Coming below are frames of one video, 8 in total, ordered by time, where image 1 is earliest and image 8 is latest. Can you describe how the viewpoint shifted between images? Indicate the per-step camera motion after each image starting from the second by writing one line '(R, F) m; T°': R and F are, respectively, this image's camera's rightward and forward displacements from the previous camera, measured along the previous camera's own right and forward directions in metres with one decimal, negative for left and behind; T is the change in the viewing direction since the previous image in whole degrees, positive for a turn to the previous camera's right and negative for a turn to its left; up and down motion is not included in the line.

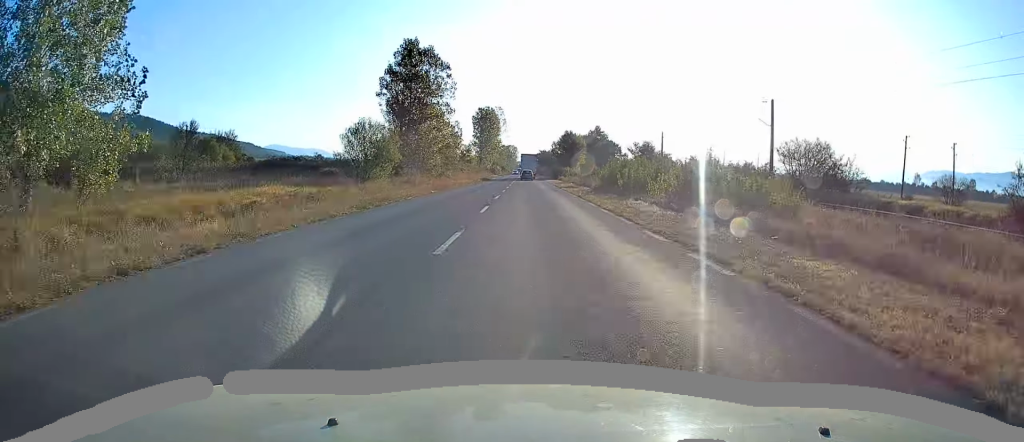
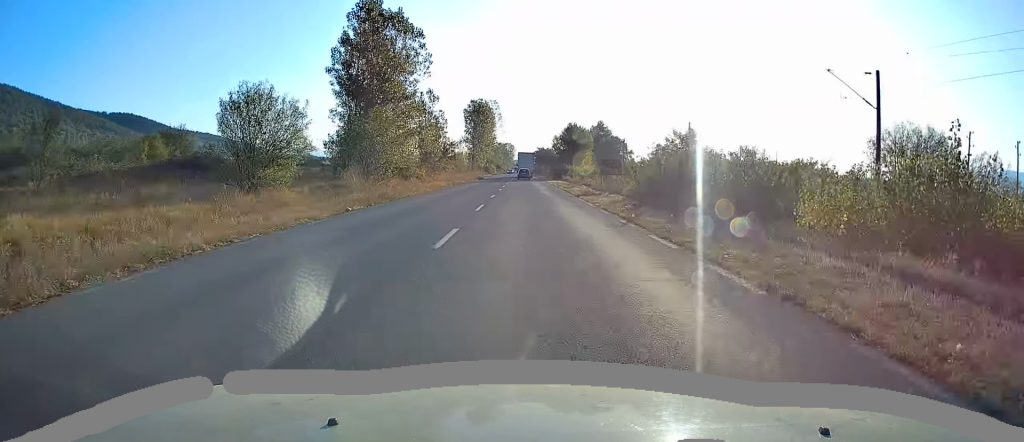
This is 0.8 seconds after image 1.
(0.0, +17.7) m; 0°
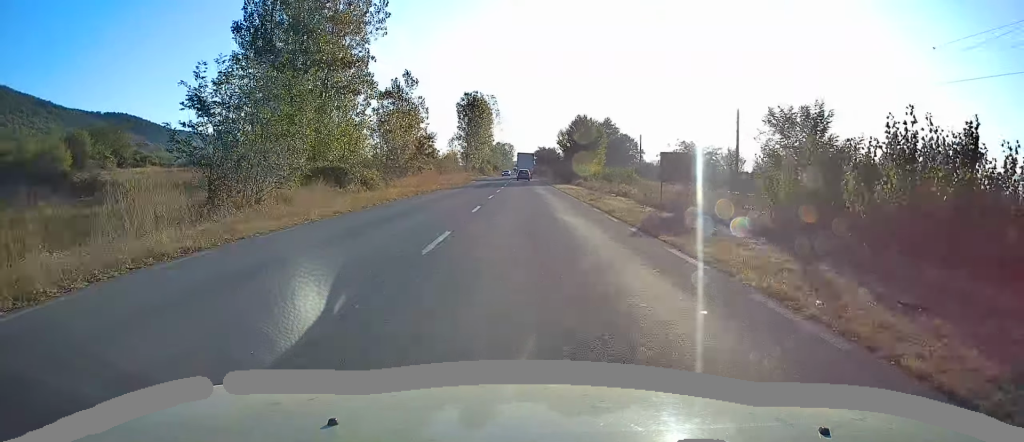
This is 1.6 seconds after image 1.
(0.0, +18.4) m; +1°
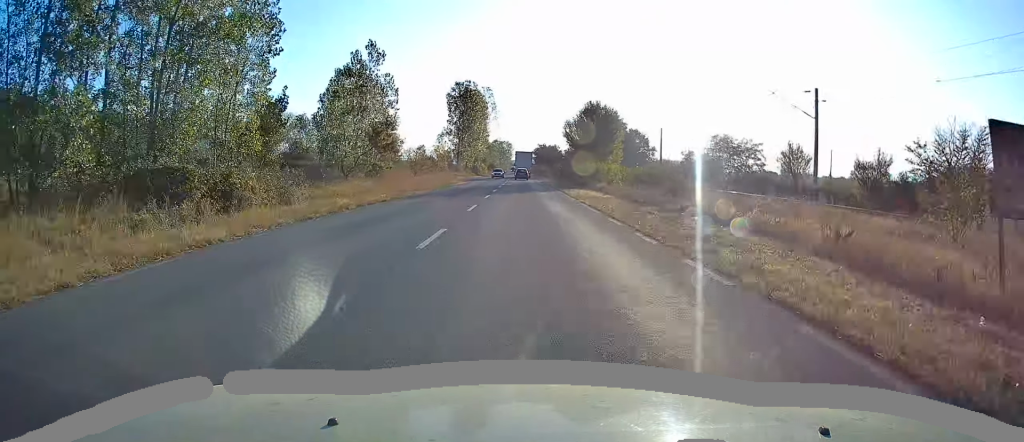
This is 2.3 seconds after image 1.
(+0.3, +17.5) m; 0°
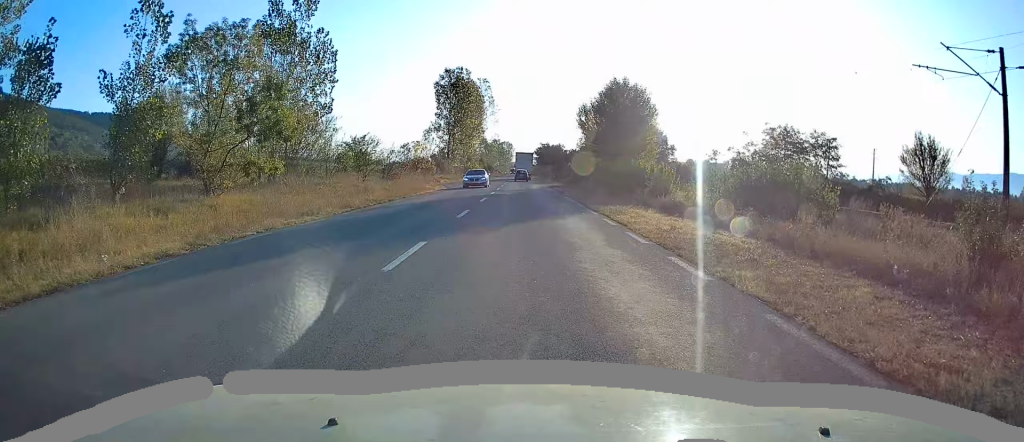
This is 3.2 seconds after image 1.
(-0.2, +19.7) m; -1°
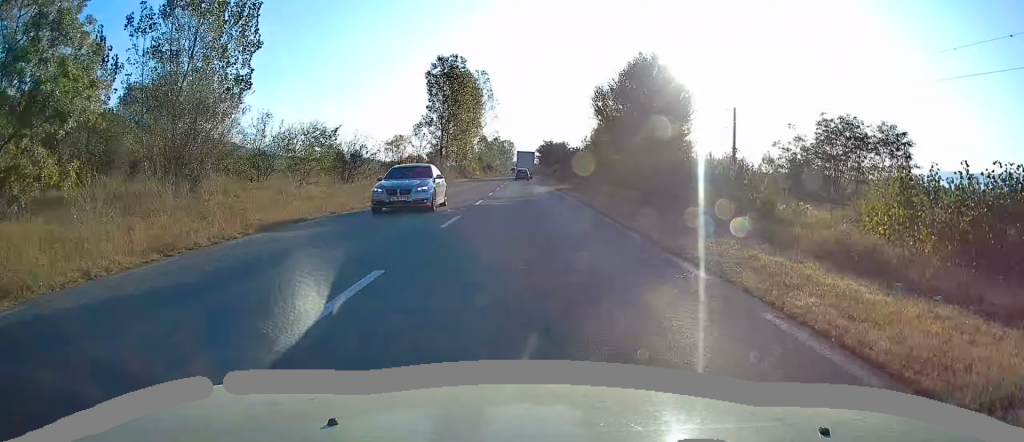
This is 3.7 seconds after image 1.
(-0.1, +12.2) m; 0°
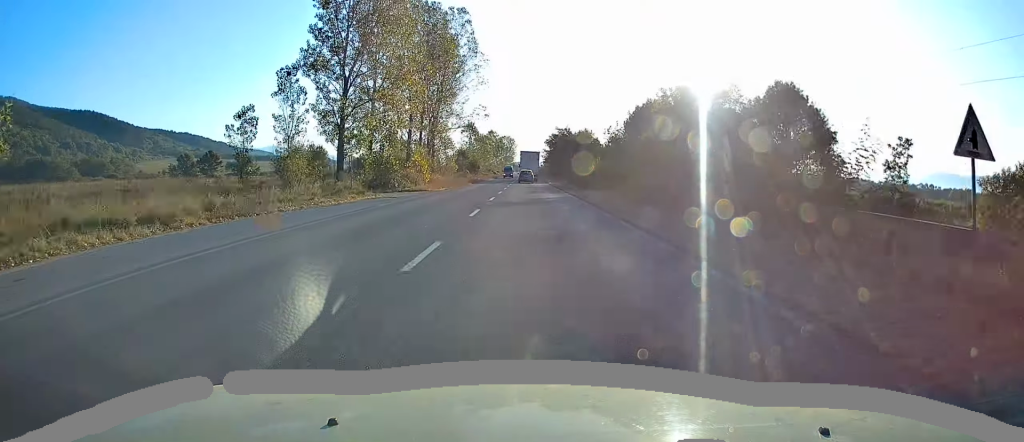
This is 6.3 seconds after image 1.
(+0.7, +59.3) m; 0°
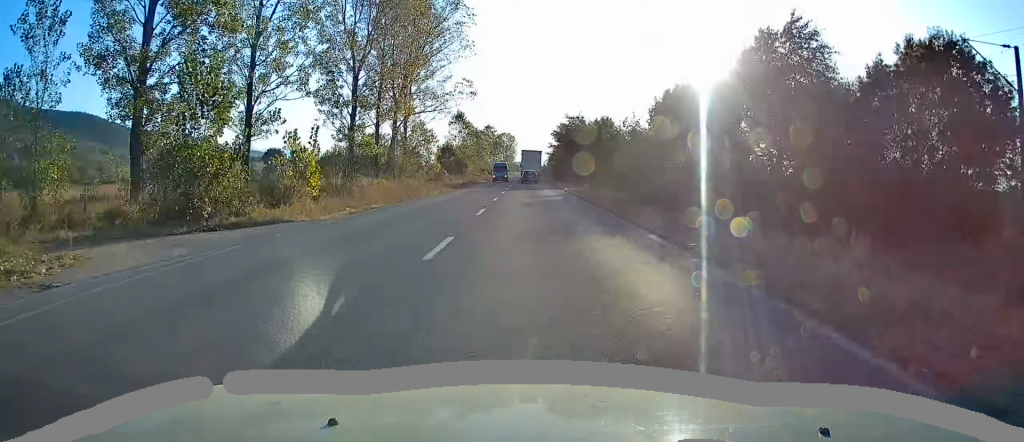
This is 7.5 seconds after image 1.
(-0.1, +26.0) m; 0°
